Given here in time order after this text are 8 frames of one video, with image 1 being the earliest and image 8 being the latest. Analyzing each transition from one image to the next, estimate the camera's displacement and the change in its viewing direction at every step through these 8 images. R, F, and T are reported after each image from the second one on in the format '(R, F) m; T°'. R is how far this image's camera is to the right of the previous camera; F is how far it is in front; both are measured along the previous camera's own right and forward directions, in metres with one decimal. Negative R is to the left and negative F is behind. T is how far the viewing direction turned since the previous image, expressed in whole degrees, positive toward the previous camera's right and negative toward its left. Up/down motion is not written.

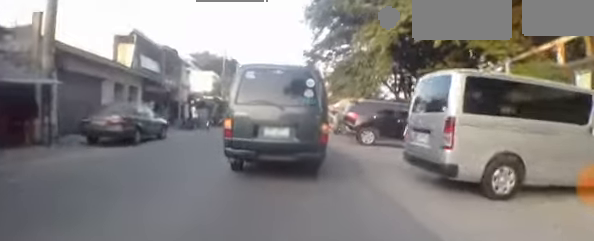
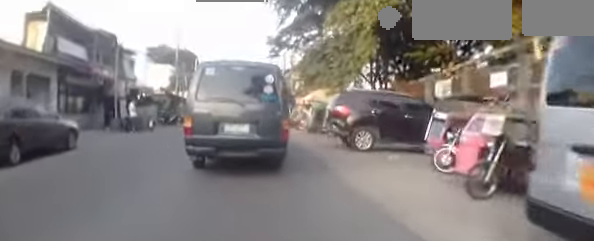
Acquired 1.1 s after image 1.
(0.0, +3.5) m; 0°
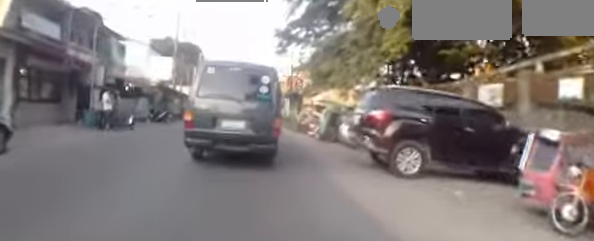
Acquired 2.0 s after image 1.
(0.0, +3.0) m; -3°
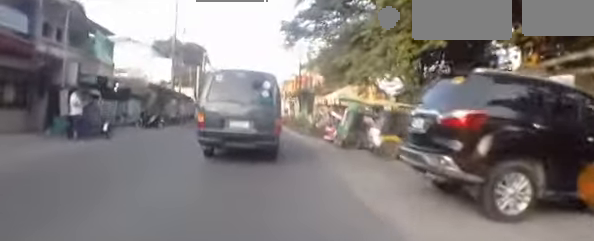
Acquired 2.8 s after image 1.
(-0.1, +2.9) m; -2°
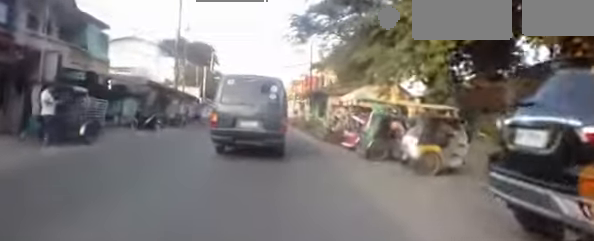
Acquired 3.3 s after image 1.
(-0.1, +2.1) m; 0°
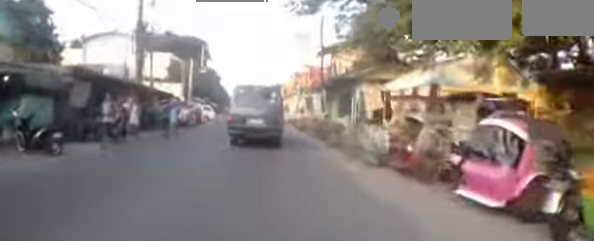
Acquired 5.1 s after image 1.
(+0.3, +8.6) m; +1°
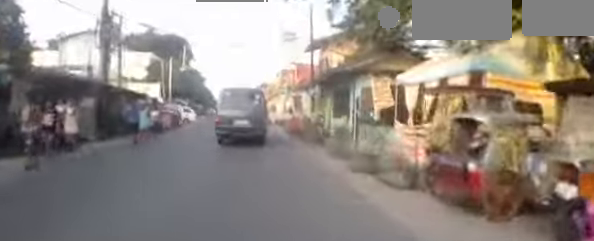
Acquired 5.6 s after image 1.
(0.0, +3.2) m; 0°
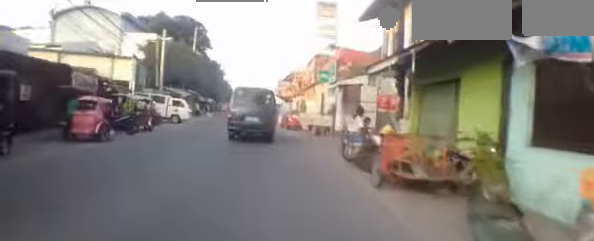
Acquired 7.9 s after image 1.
(+0.5, +14.4) m; +2°
